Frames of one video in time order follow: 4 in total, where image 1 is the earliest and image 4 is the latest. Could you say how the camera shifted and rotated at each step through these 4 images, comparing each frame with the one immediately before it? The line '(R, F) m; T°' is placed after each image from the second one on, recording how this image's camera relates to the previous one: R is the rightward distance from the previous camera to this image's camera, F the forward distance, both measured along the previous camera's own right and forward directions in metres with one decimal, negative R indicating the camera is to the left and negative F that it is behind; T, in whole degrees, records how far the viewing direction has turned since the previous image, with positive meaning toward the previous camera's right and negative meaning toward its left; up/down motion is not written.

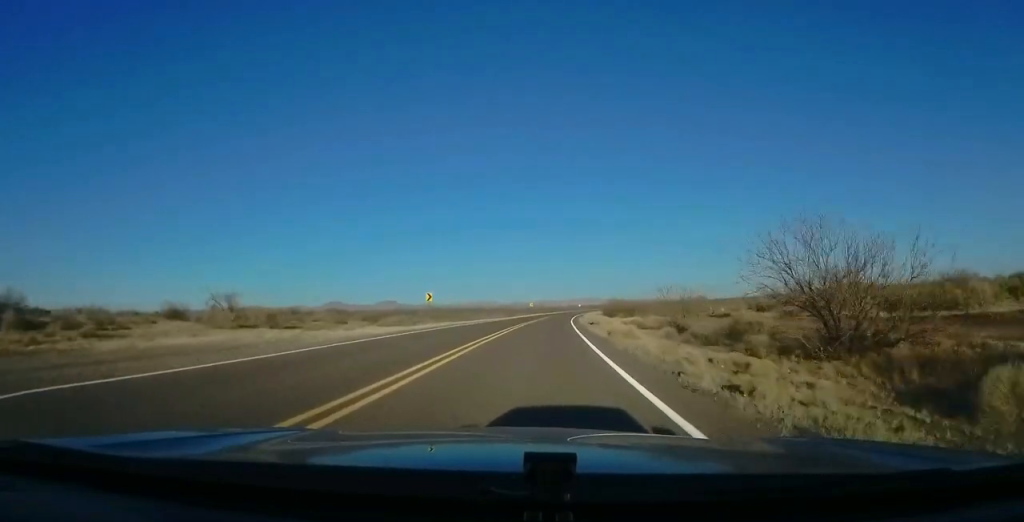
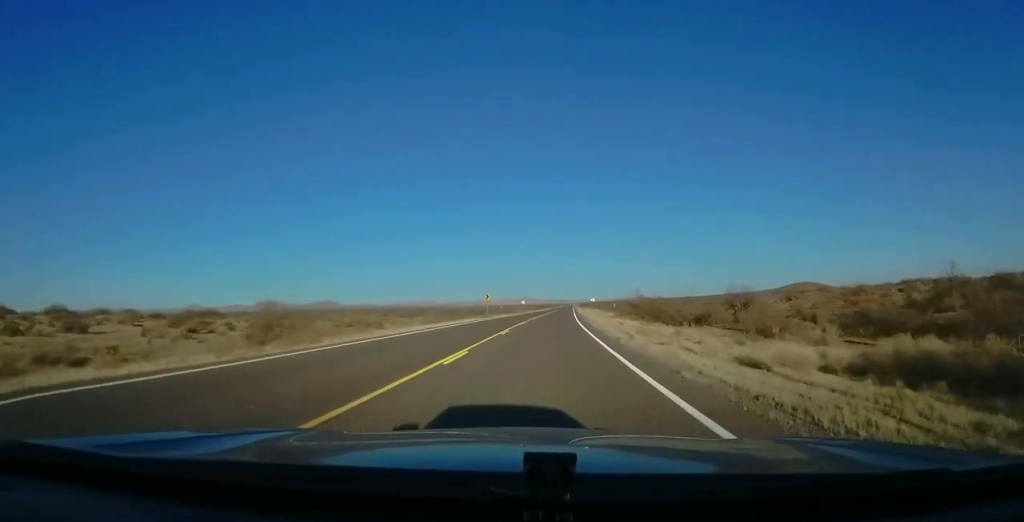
(+5.4, +125.9) m; +5°
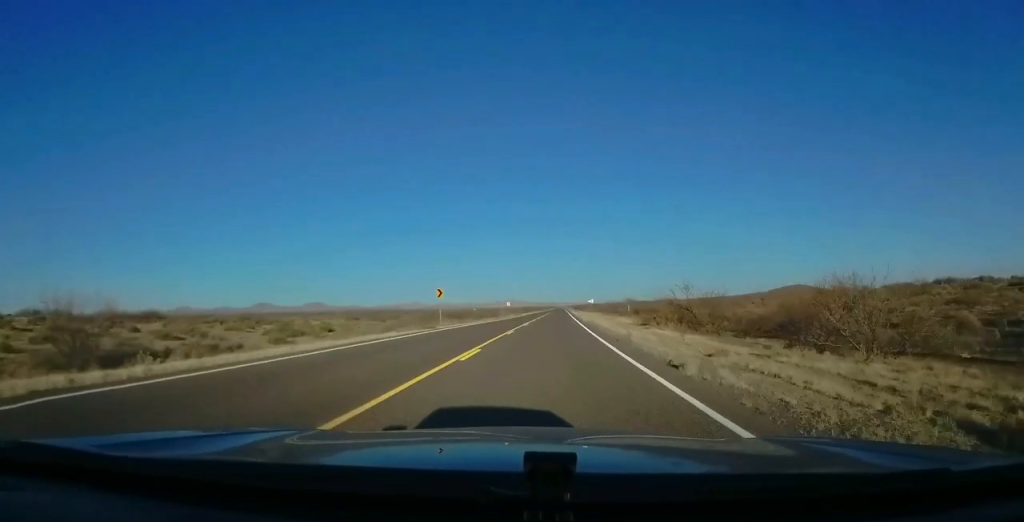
(+0.1, +23.4) m; 0°
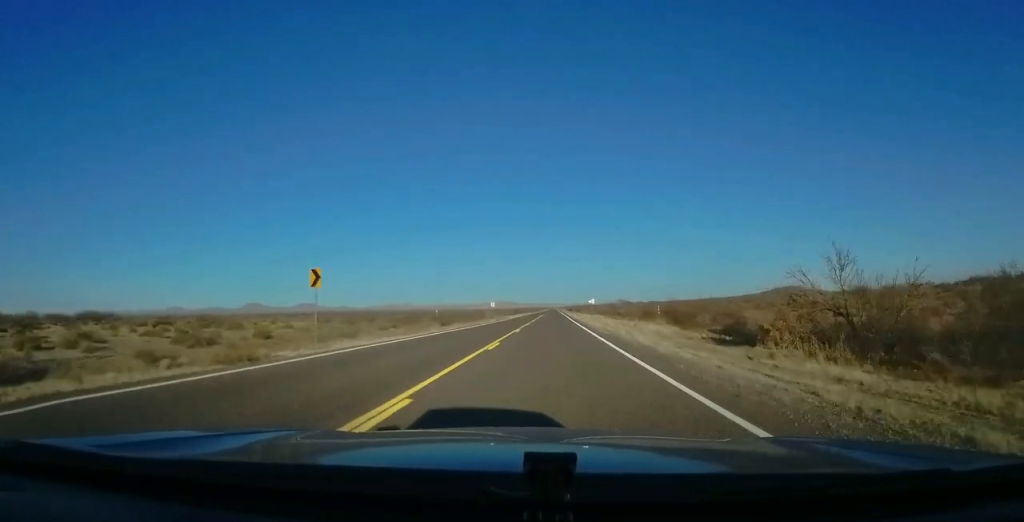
(0.0, +20.4) m; 0°
